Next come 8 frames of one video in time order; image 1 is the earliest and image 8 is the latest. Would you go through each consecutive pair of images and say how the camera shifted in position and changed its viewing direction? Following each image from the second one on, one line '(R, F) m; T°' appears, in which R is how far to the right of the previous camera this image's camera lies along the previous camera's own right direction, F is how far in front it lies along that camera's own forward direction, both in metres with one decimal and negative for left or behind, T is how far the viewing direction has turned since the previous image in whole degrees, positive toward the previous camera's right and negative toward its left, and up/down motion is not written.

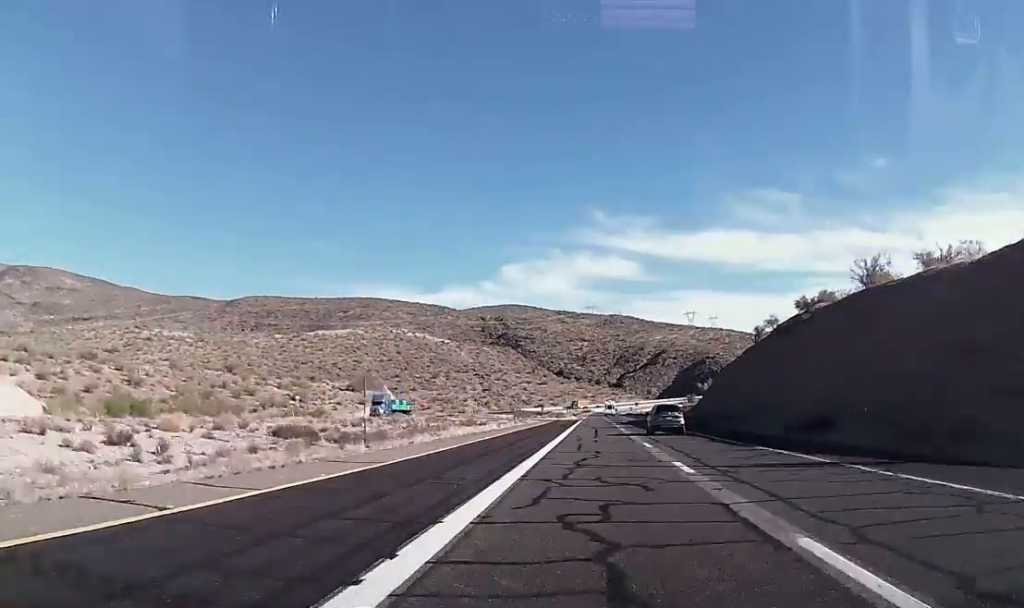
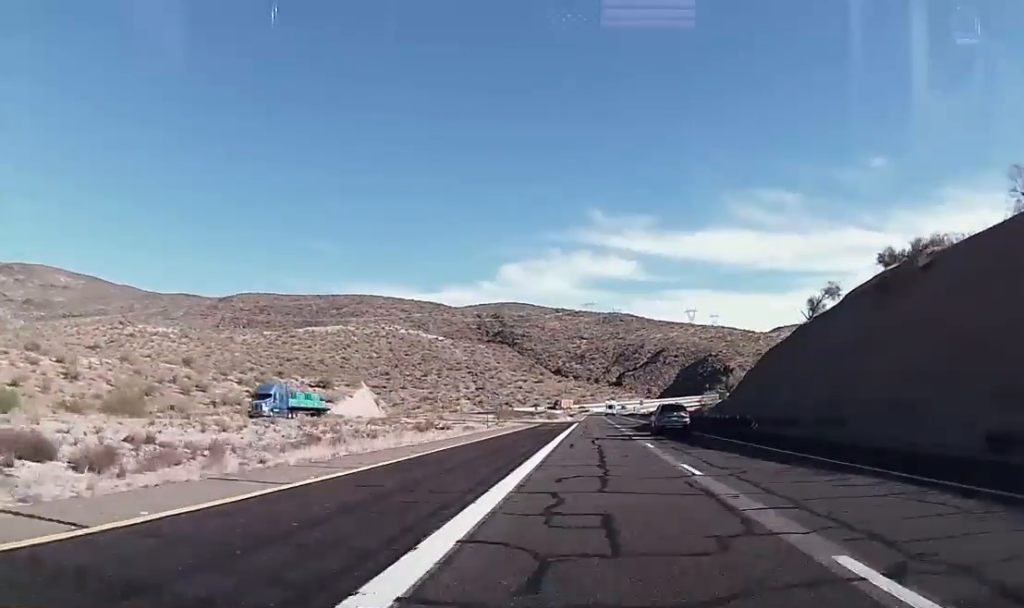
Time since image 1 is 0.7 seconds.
(0.0, +24.9) m; 0°
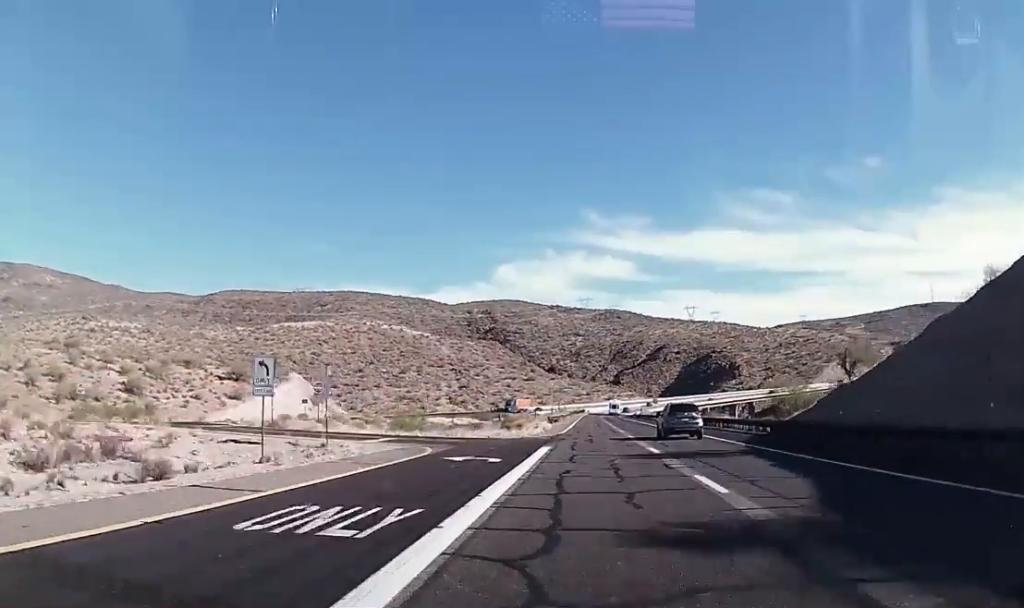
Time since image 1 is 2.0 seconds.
(-0.1, +51.4) m; 0°
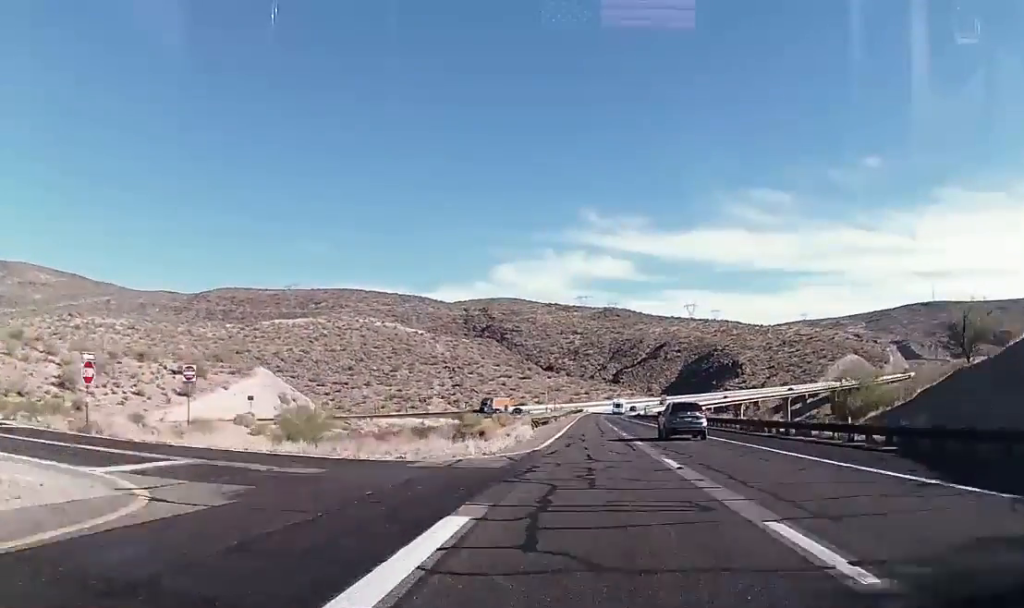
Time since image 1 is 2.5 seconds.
(0.0, +18.8) m; 0°
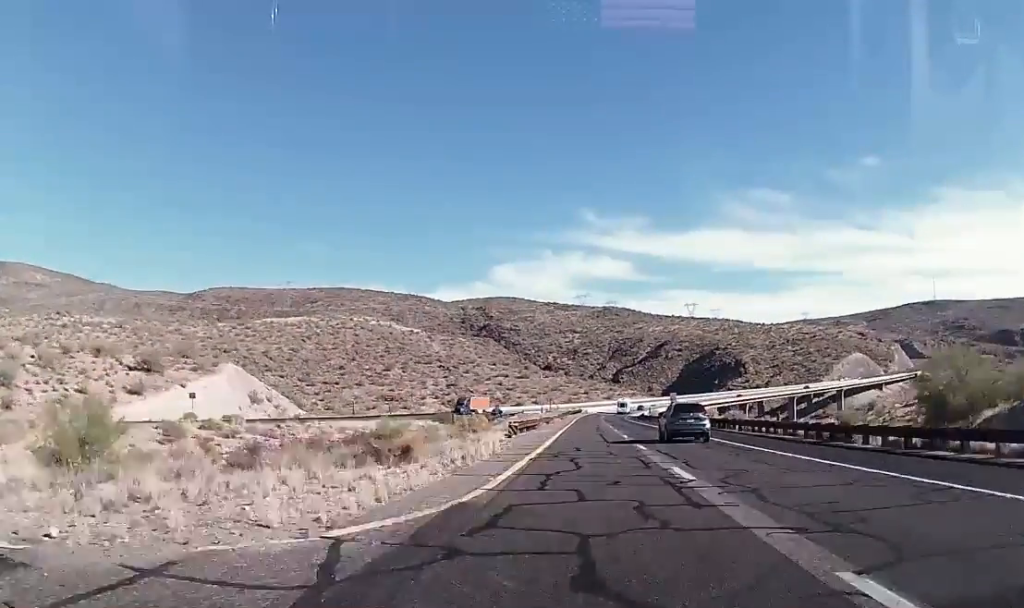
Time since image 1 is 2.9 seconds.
(0.0, +15.1) m; 0°
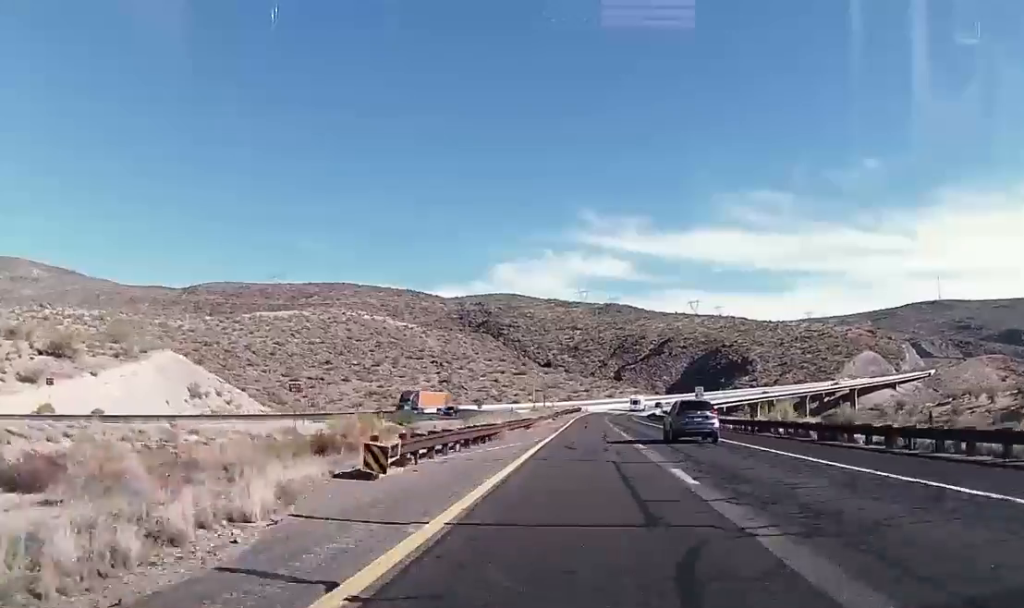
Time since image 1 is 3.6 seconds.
(-0.1, +23.9) m; 0°
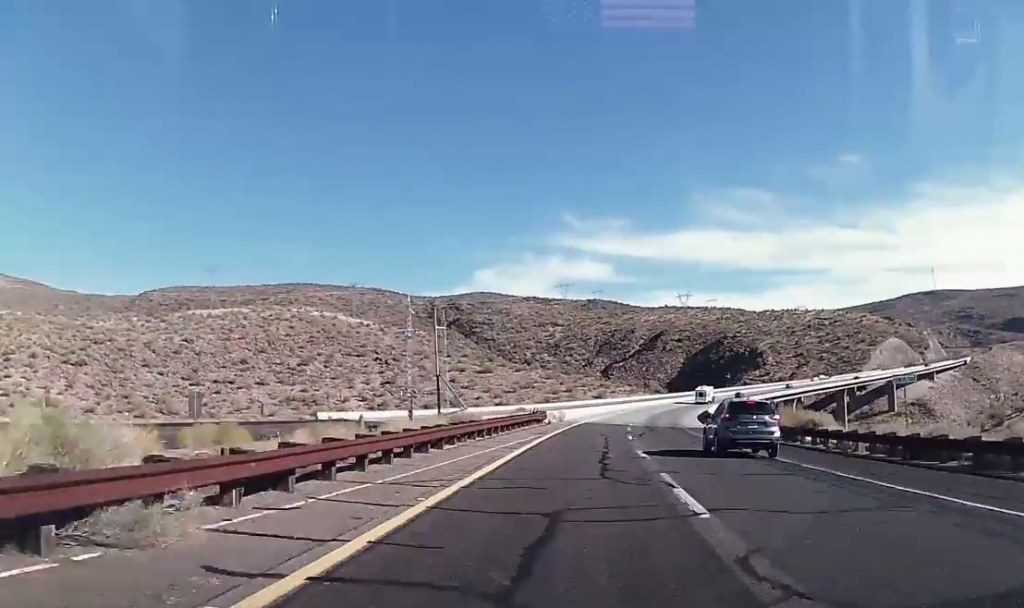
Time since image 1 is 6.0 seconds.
(0.0, +90.7) m; 0°
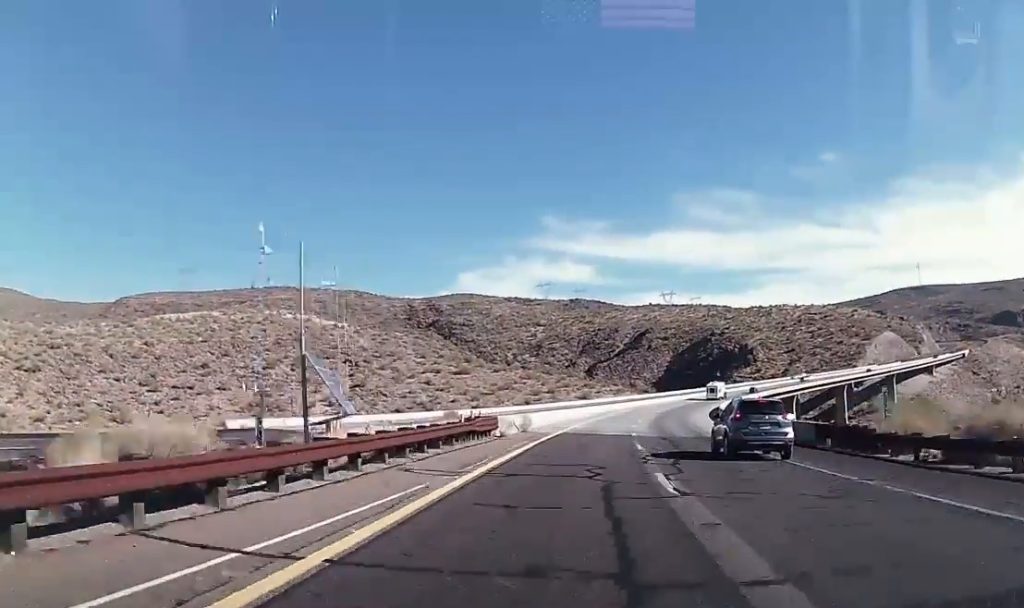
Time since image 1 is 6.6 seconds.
(+0.1, +21.6) m; 0°
